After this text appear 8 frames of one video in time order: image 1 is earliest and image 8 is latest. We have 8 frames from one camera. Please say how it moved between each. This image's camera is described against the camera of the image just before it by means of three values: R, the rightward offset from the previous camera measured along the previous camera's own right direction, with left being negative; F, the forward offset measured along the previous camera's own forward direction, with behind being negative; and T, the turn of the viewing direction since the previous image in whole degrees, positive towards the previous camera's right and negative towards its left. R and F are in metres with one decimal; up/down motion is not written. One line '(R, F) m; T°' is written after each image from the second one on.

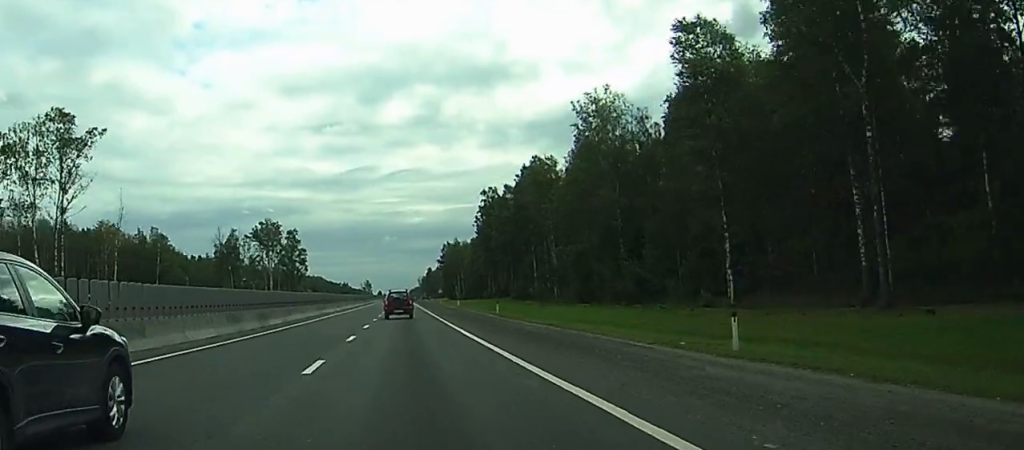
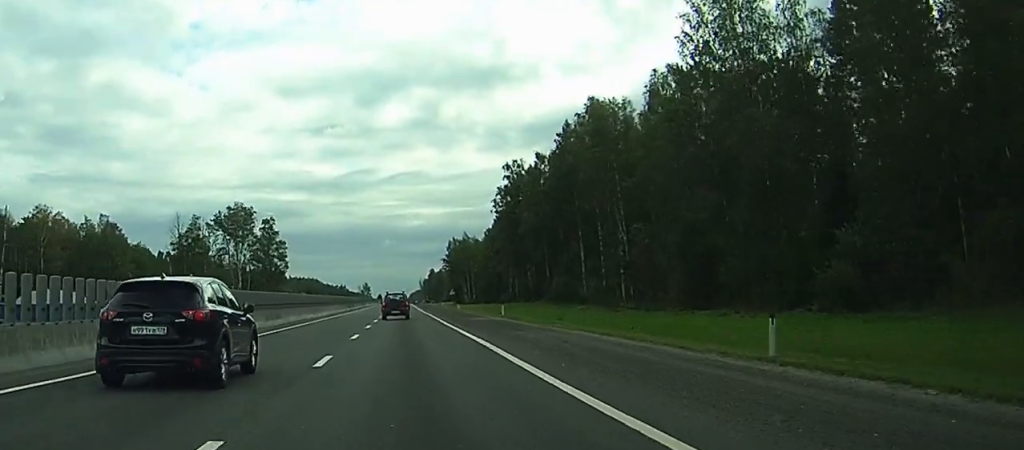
(-0.2, +46.2) m; 0°
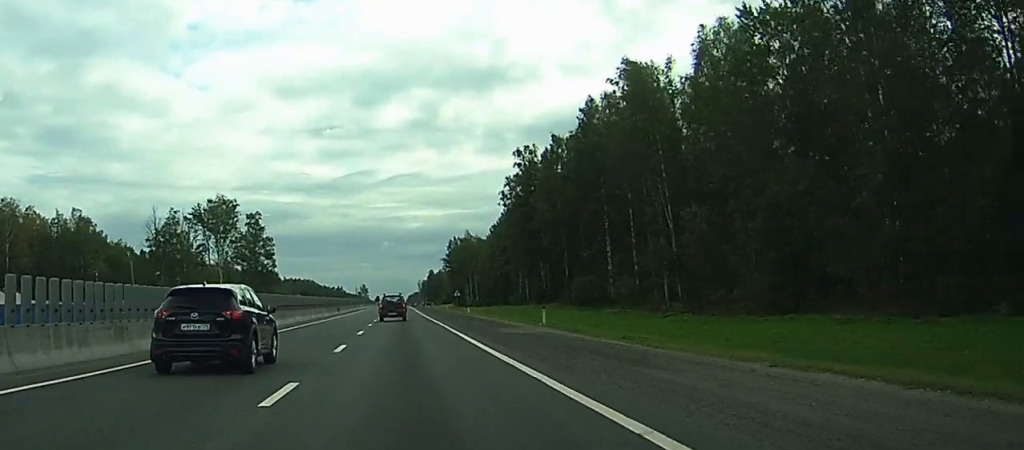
(0.0, +18.0) m; 0°
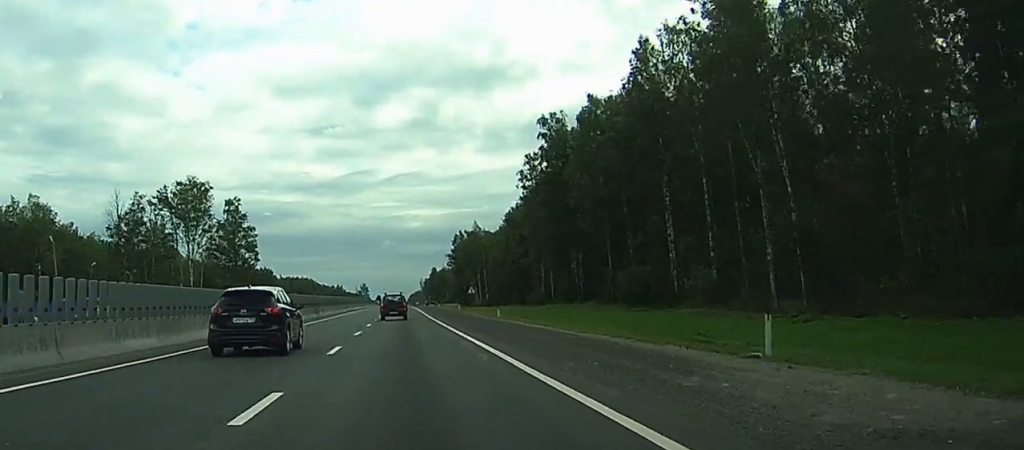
(+0.1, +25.7) m; 0°
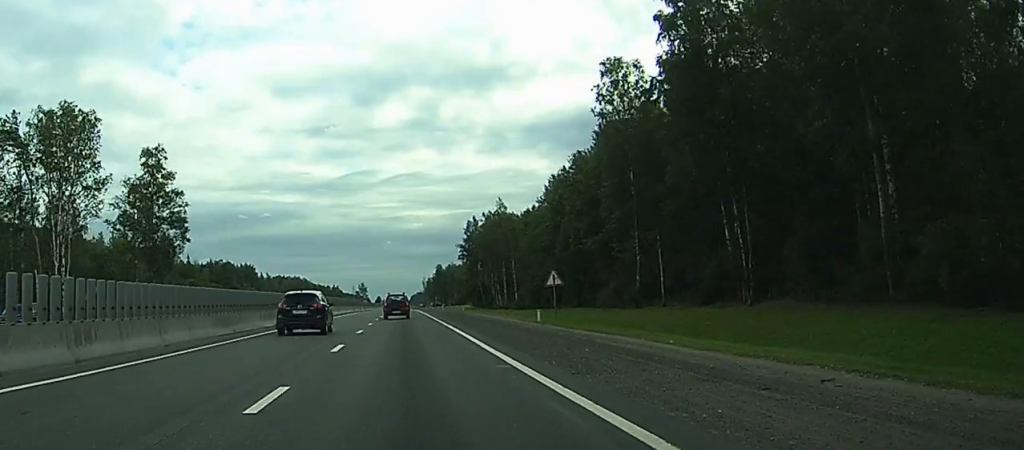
(0.0, +59.1) m; 0°
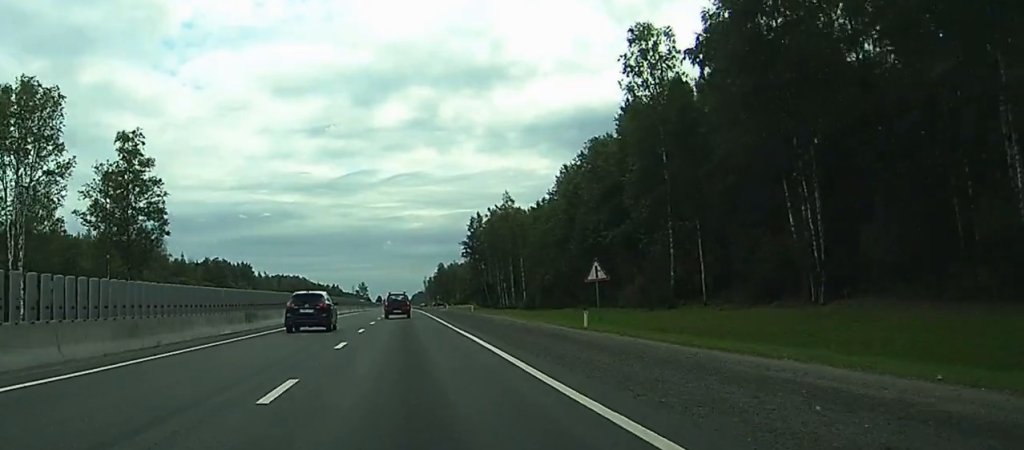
(0.0, +11.1) m; 0°
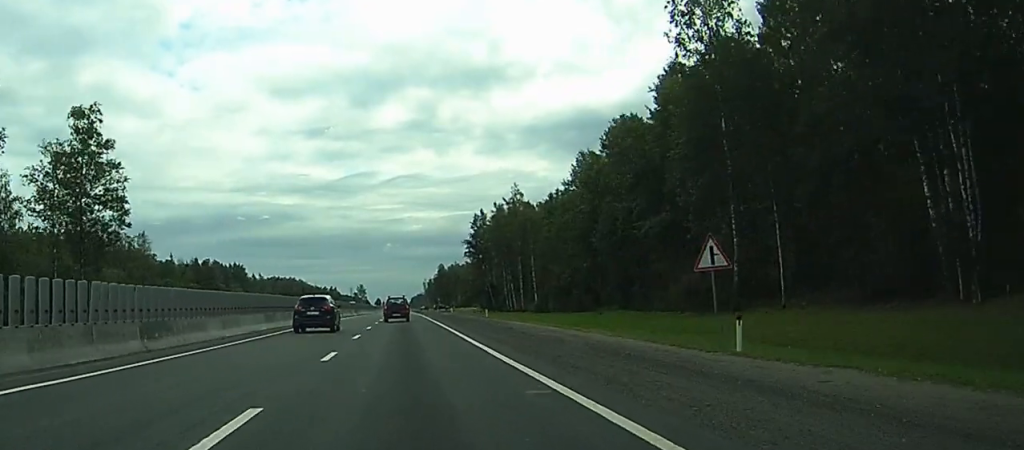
(0.0, +15.5) m; 0°
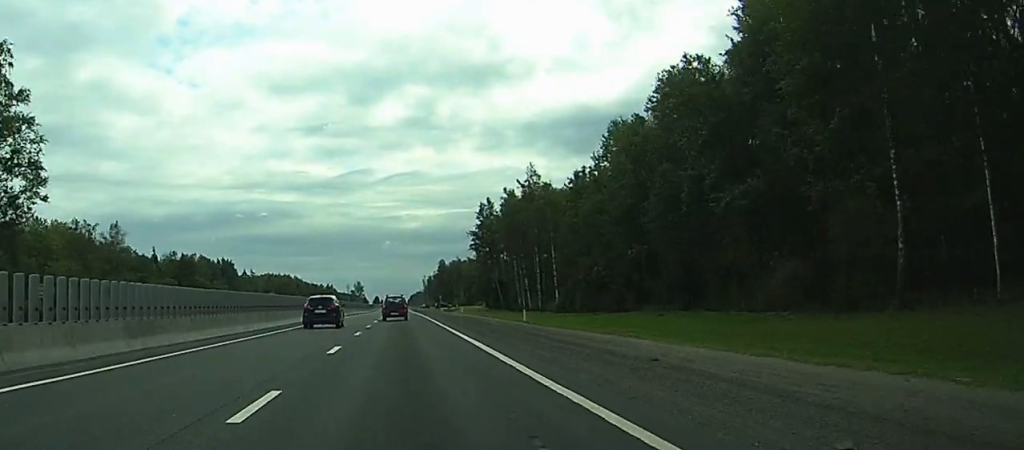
(-0.1, +22.3) m; 0°
